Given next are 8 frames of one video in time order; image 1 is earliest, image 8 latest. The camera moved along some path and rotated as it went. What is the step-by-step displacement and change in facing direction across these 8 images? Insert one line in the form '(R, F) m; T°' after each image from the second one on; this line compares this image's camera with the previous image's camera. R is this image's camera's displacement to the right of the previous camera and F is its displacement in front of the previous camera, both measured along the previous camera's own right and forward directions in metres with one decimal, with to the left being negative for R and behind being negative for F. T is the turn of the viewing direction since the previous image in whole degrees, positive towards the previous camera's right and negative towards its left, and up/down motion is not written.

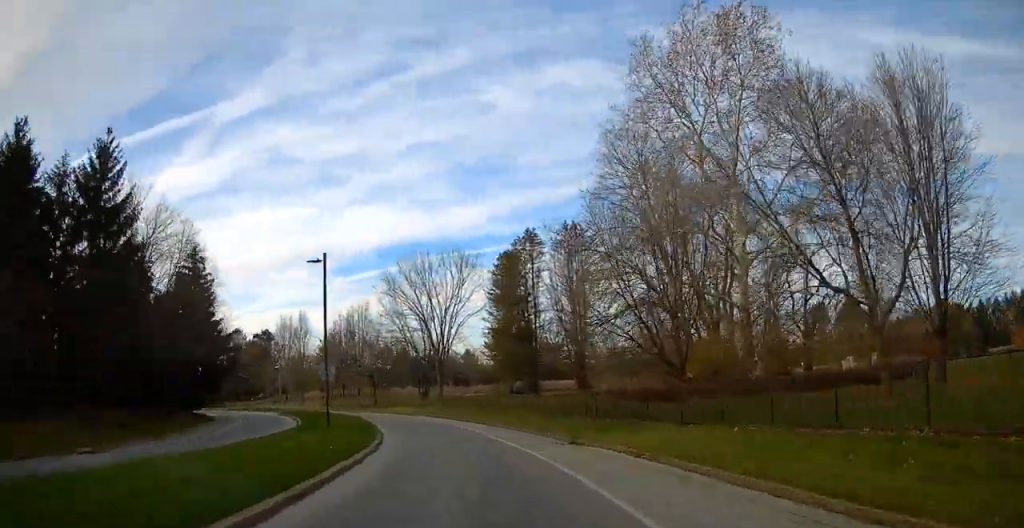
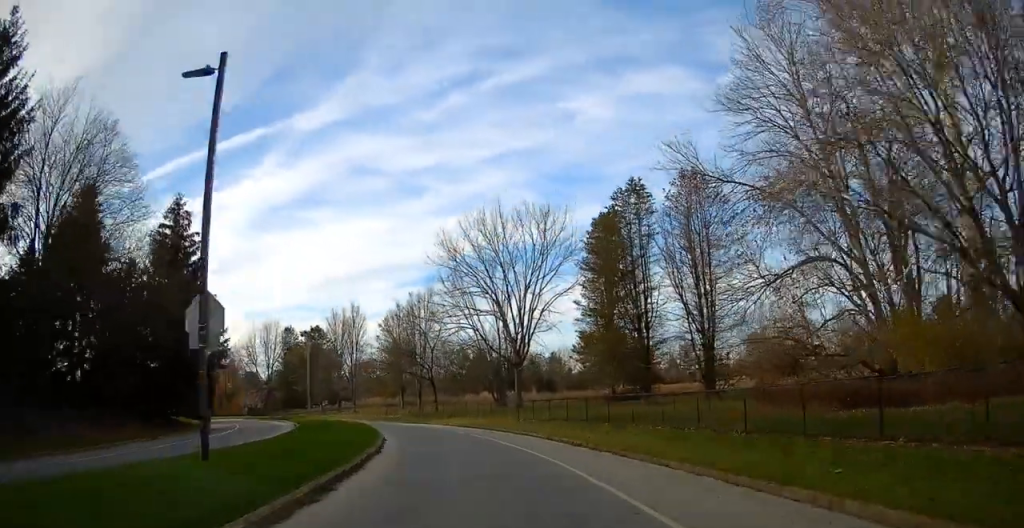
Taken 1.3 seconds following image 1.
(-1.0, +19.5) m; -8°
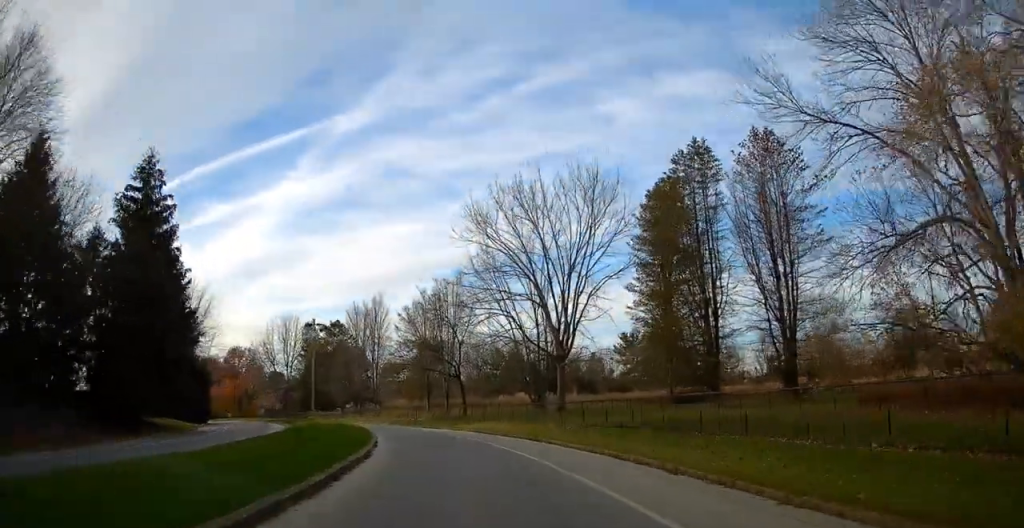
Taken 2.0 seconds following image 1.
(-0.7, +9.3) m; -5°
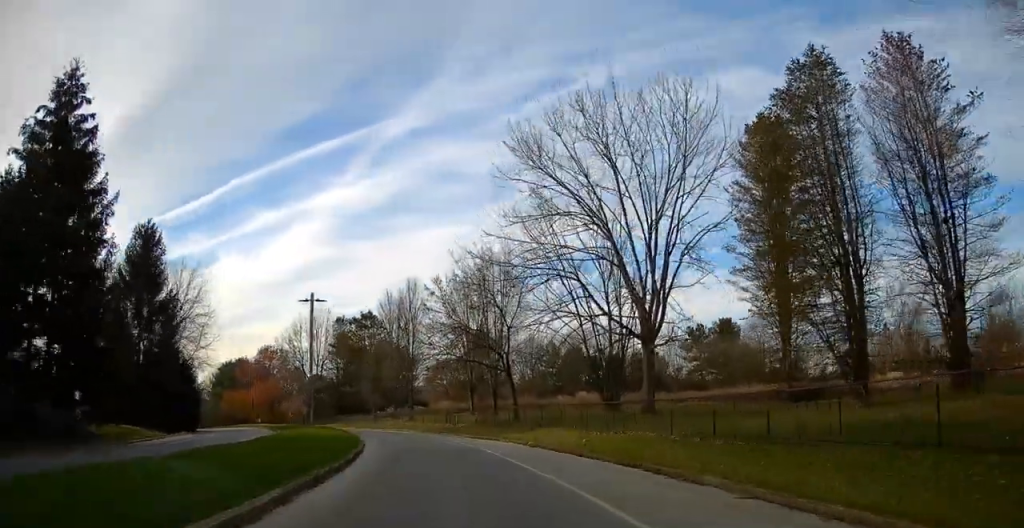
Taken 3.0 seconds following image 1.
(-0.7, +13.3) m; -4°
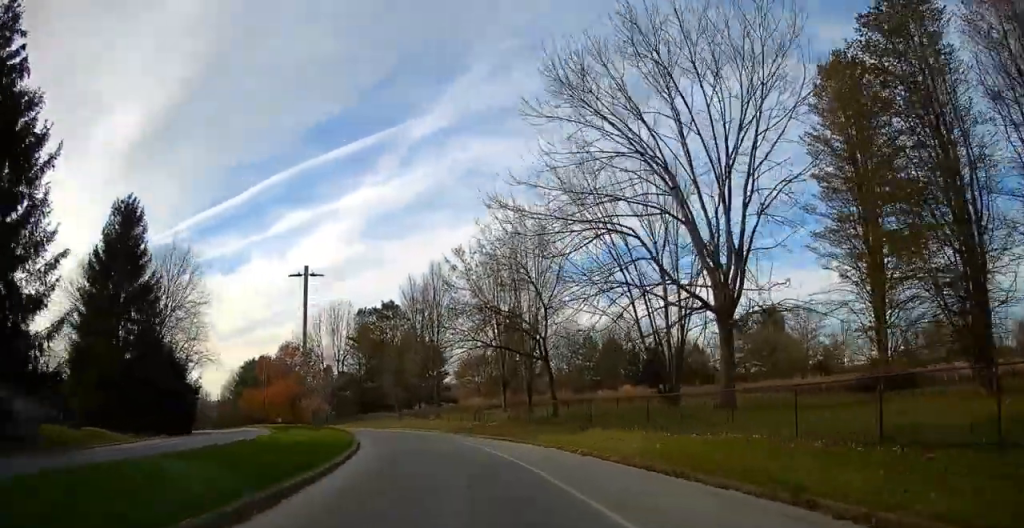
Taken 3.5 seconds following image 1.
(-0.1, +7.4) m; -2°
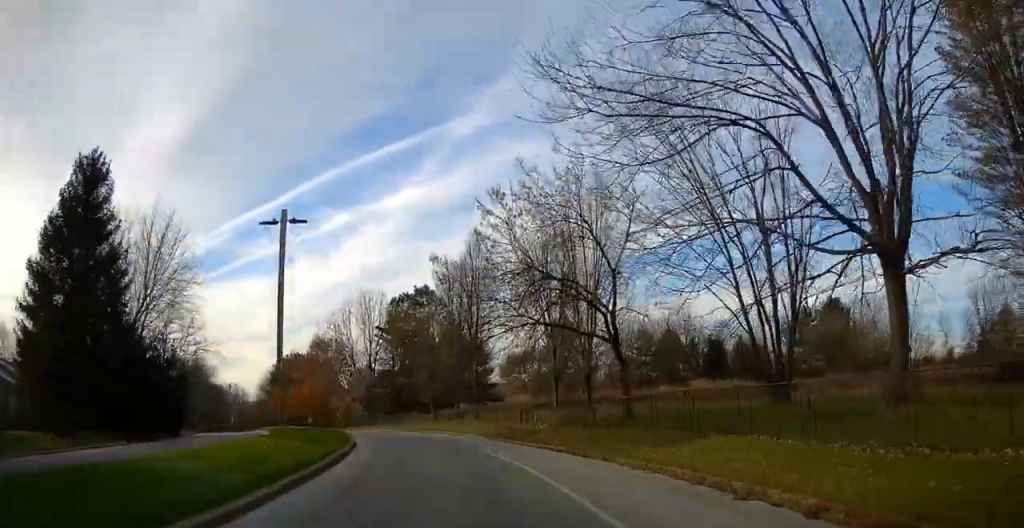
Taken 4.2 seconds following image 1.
(+0.1, +9.8) m; -3°
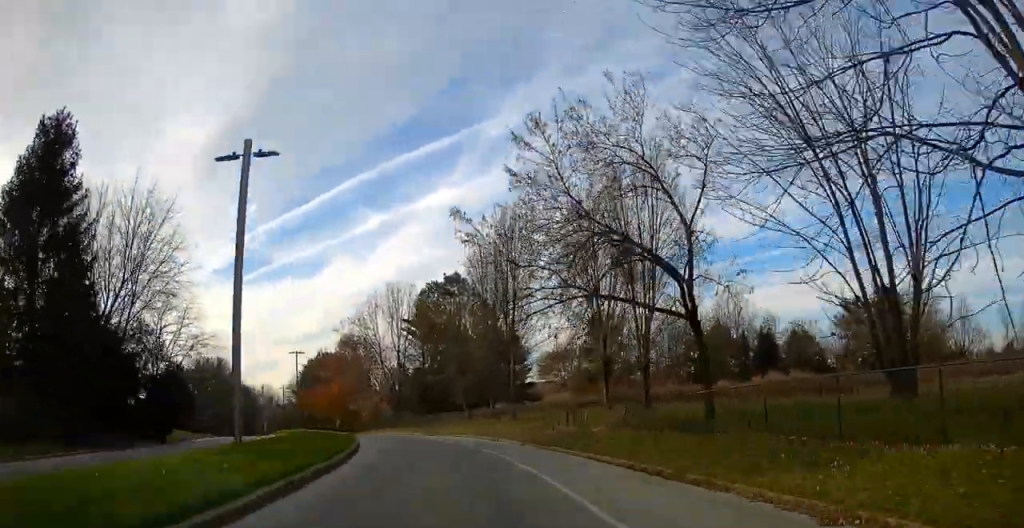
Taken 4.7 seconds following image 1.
(-0.3, +6.9) m; -4°
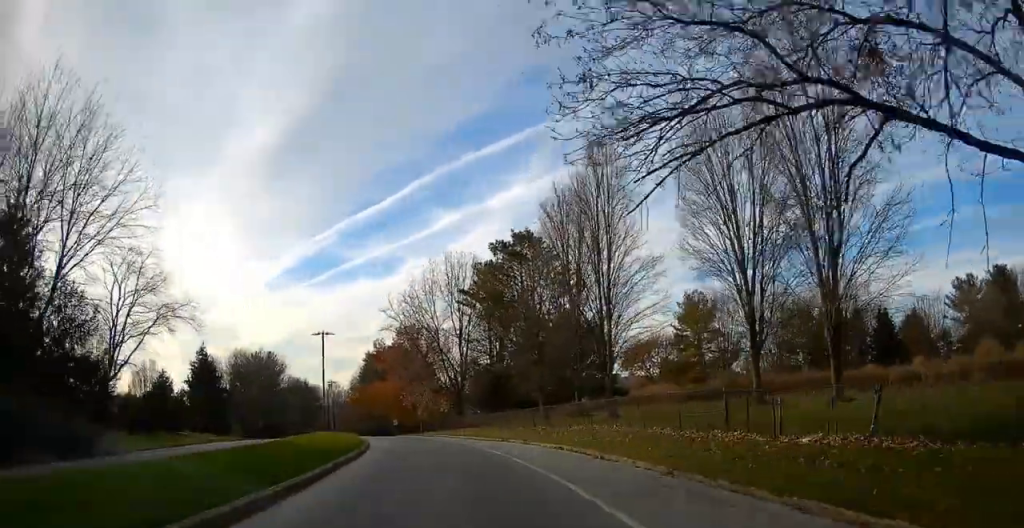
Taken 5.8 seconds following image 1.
(-1.1, +14.6) m; -8°
